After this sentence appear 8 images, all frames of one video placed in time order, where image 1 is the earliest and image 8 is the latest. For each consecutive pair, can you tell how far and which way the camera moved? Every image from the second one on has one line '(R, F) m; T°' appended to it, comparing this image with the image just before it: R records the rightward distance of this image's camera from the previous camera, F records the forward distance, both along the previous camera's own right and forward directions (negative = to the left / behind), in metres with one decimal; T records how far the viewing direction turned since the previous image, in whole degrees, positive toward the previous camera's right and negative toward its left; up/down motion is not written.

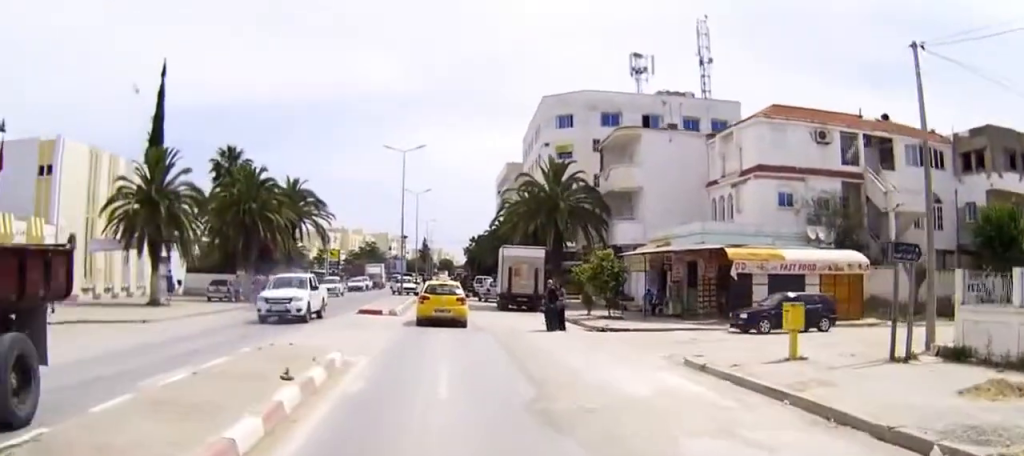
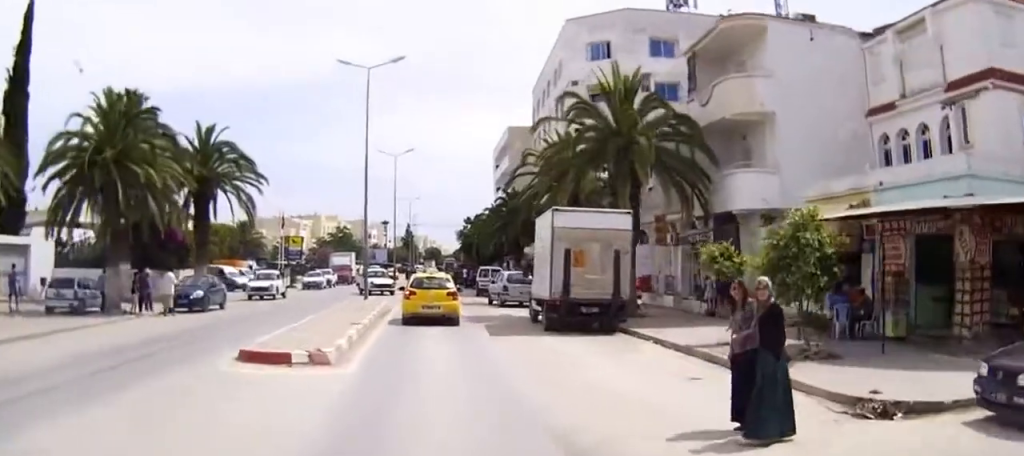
(-0.1, +17.7) m; -1°
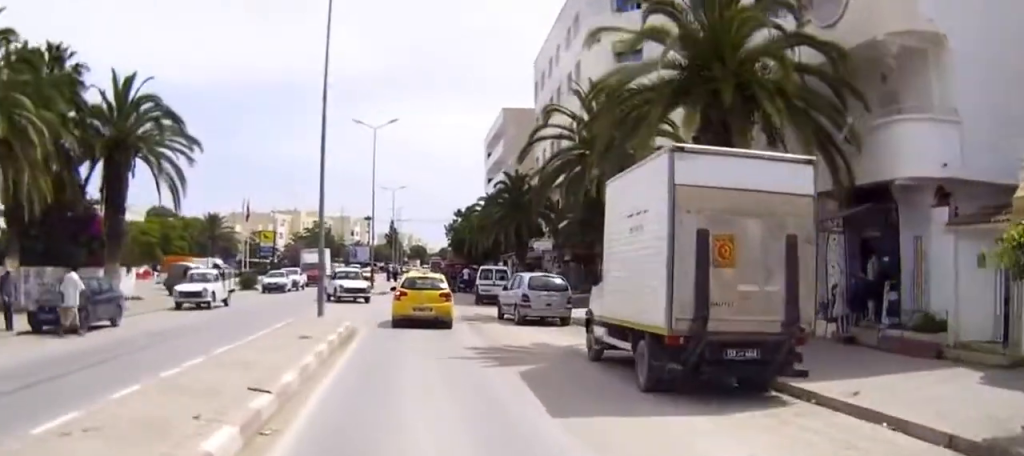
(0.0, +10.8) m; +2°
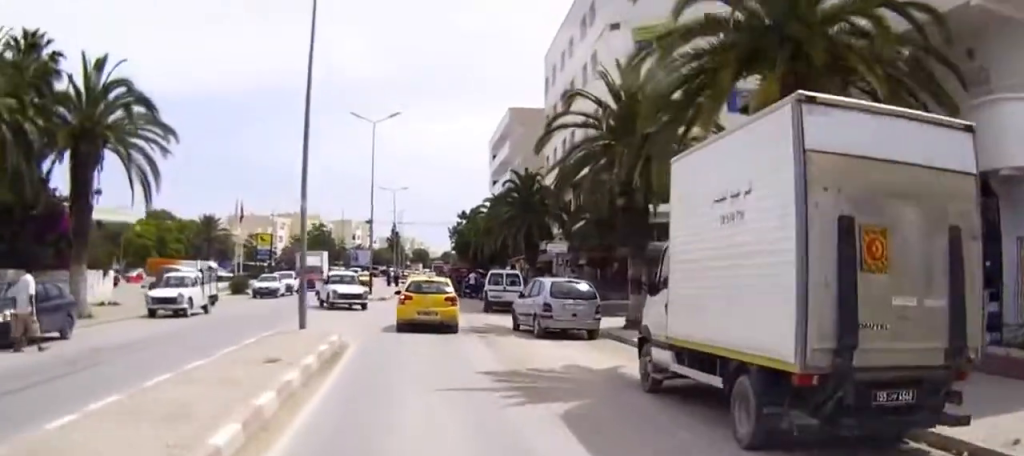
(0.0, +3.6) m; +1°
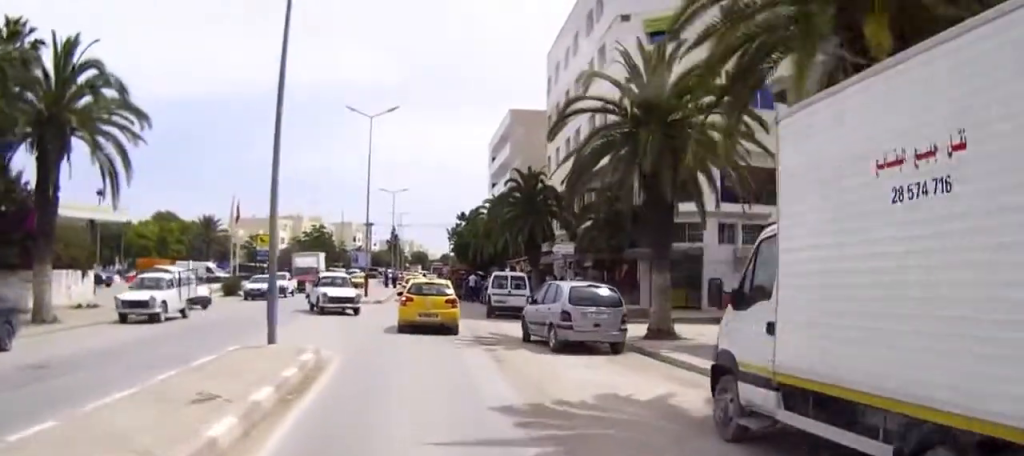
(0.0, +3.7) m; 0°
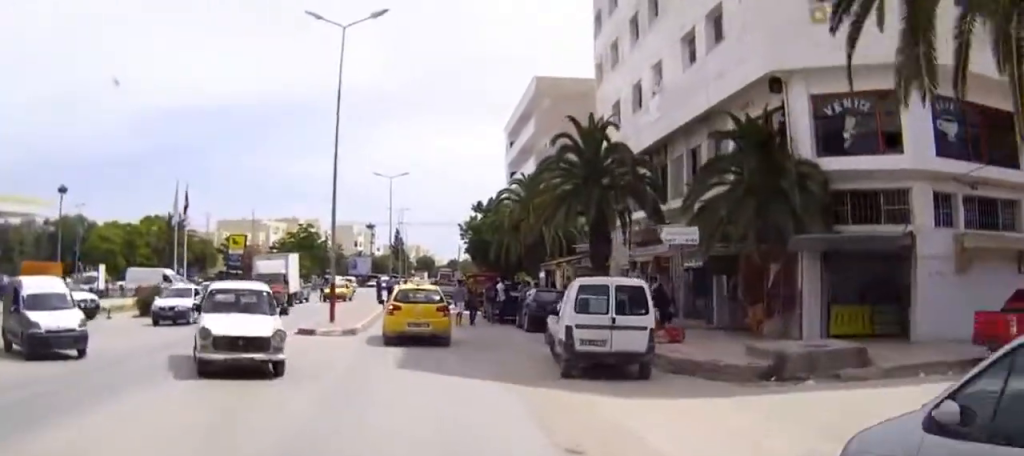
(0.0, +16.4) m; 0°
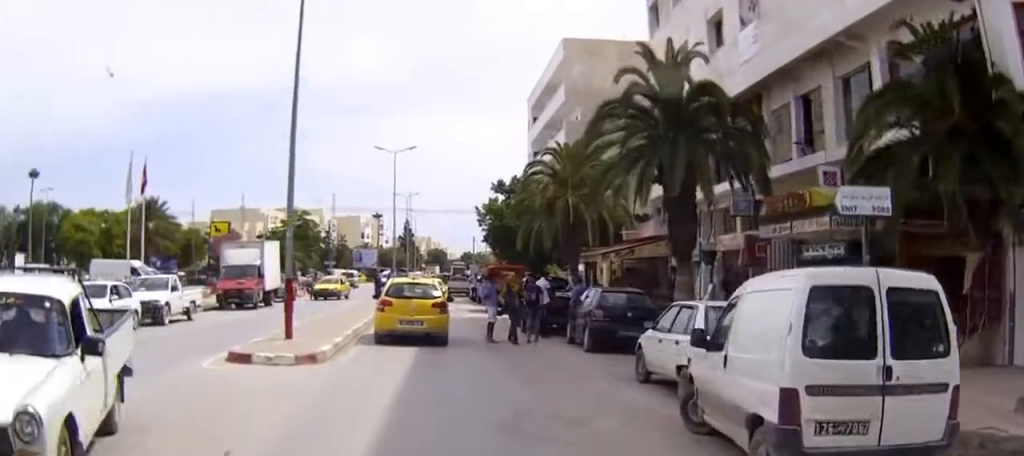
(-0.1, +8.4) m; -1°
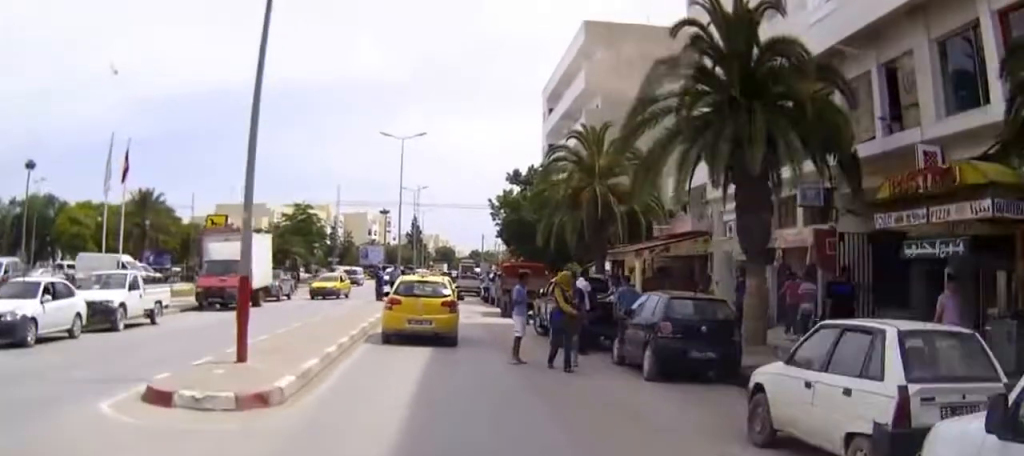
(0.0, +4.5) m; -1°
